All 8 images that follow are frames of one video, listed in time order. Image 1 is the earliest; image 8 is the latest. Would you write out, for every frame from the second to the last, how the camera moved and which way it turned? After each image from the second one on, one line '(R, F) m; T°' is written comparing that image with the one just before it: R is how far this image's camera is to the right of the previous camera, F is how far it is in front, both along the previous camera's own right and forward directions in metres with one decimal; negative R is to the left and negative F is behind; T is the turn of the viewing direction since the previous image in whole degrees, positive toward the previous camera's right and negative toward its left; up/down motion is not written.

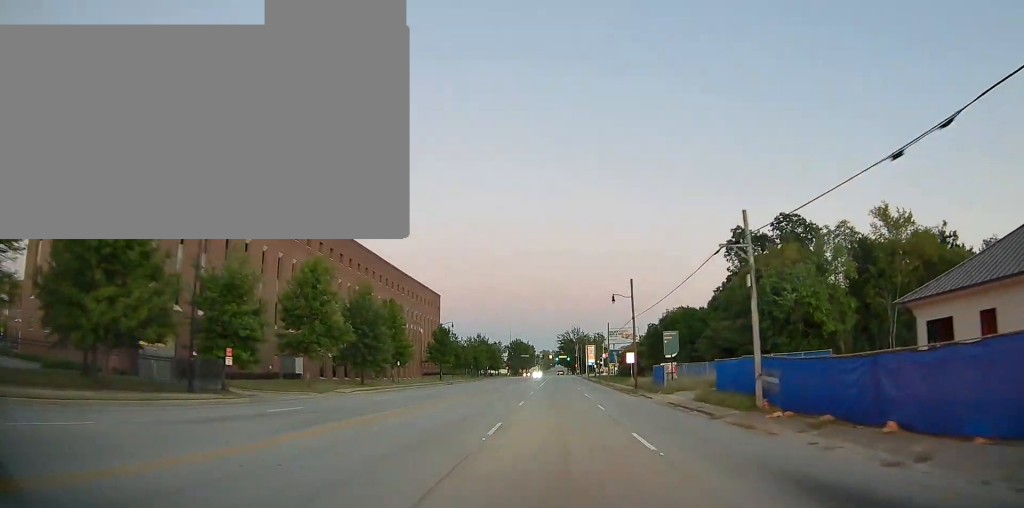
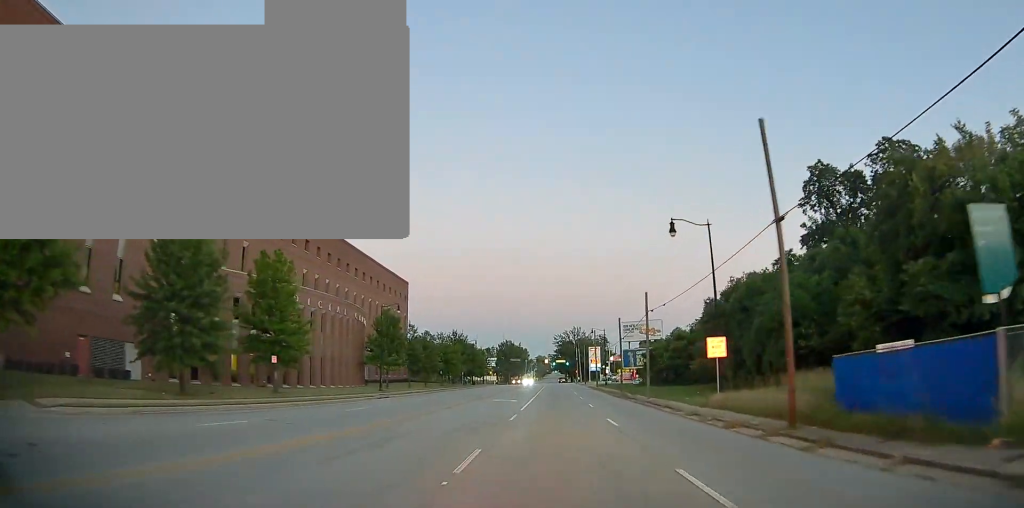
(0.0, +29.9) m; 0°
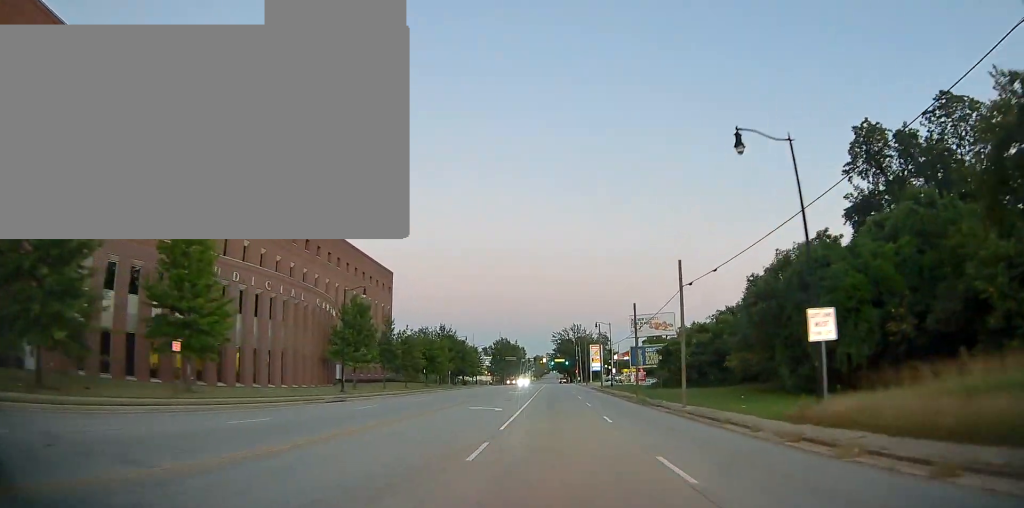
(0.0, +10.6) m; 0°
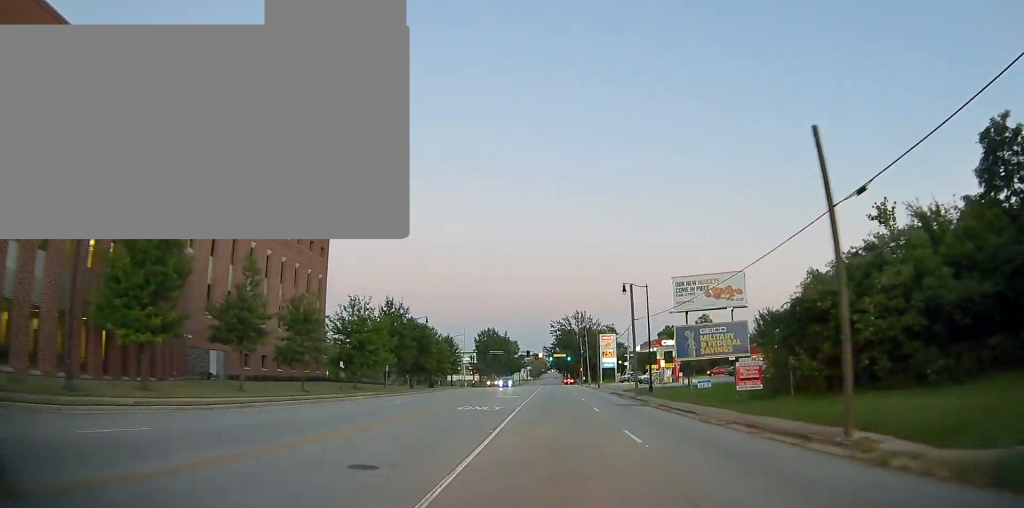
(+0.2, +31.0) m; +1°
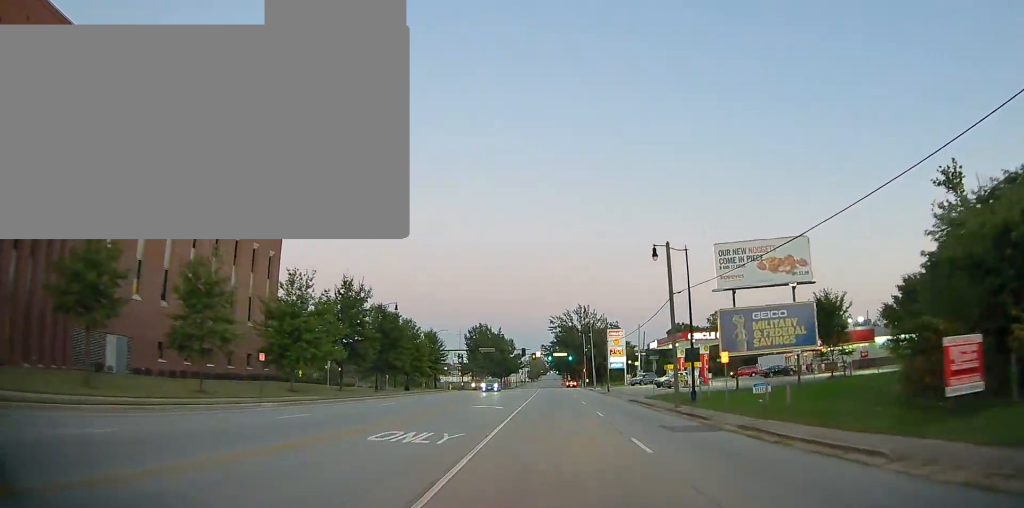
(0.0, +14.0) m; 0°
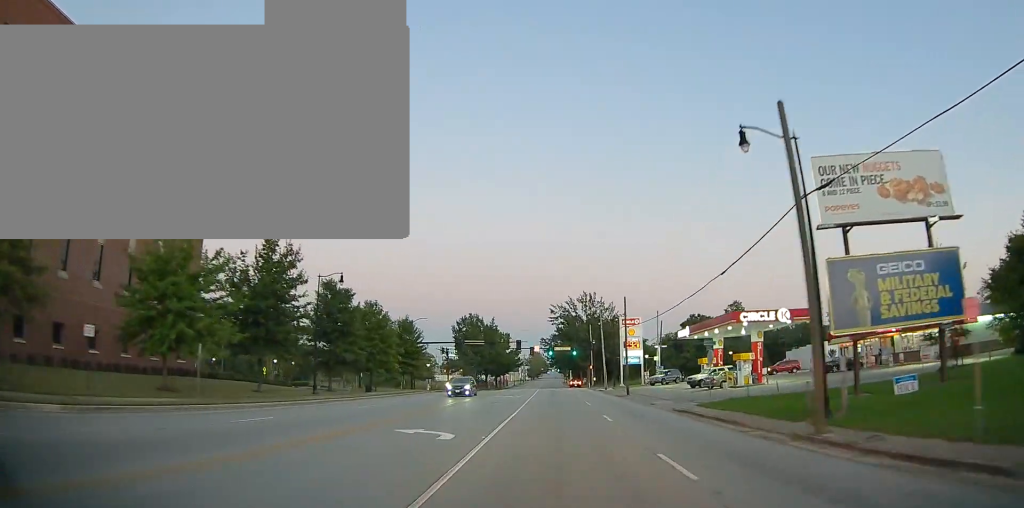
(0.0, +15.7) m; 0°
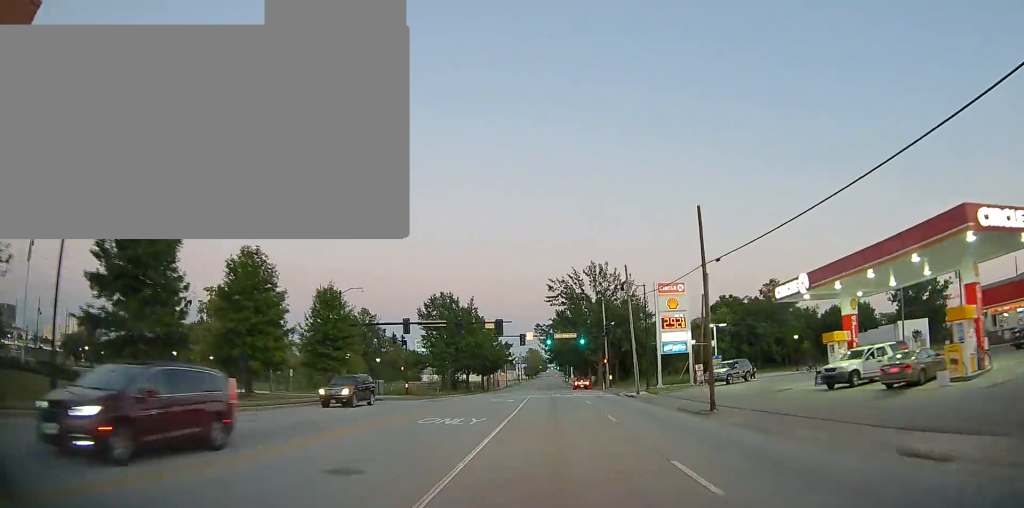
(-0.1, +25.8) m; 0°
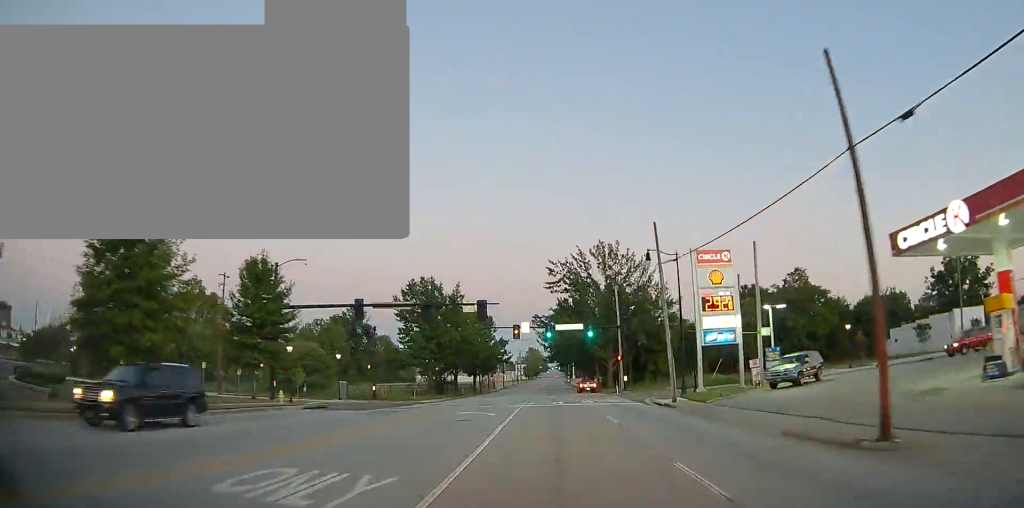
(0.0, +12.6) m; 0°
